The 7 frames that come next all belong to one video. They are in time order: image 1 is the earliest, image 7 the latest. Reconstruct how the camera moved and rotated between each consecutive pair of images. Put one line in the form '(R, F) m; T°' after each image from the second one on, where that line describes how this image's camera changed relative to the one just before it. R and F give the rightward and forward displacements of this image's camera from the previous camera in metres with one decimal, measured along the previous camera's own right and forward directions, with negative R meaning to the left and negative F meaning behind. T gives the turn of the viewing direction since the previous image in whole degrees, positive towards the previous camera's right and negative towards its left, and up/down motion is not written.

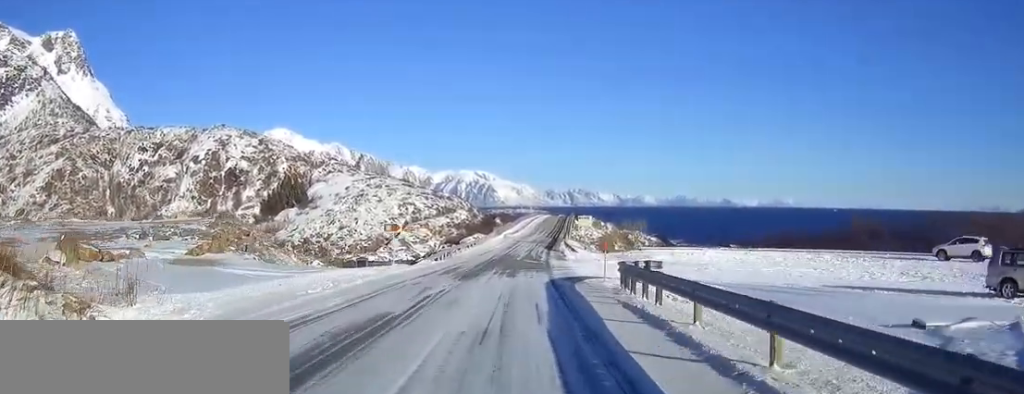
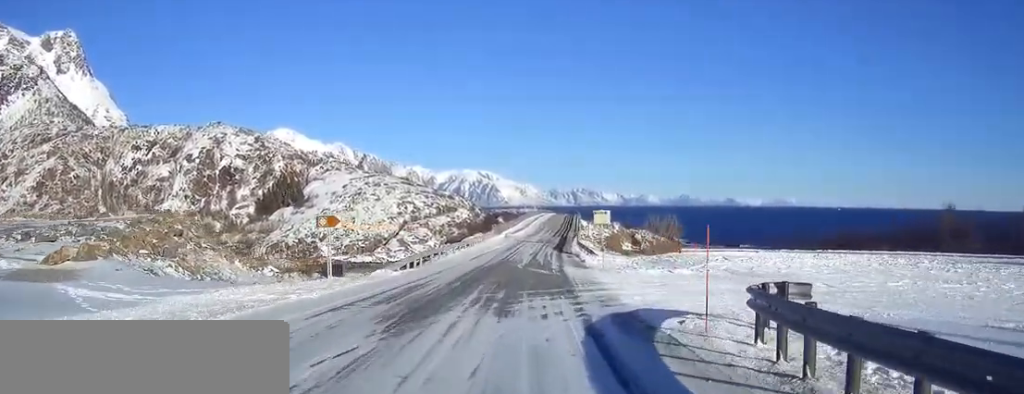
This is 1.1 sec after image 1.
(0.0, +14.9) m; 0°
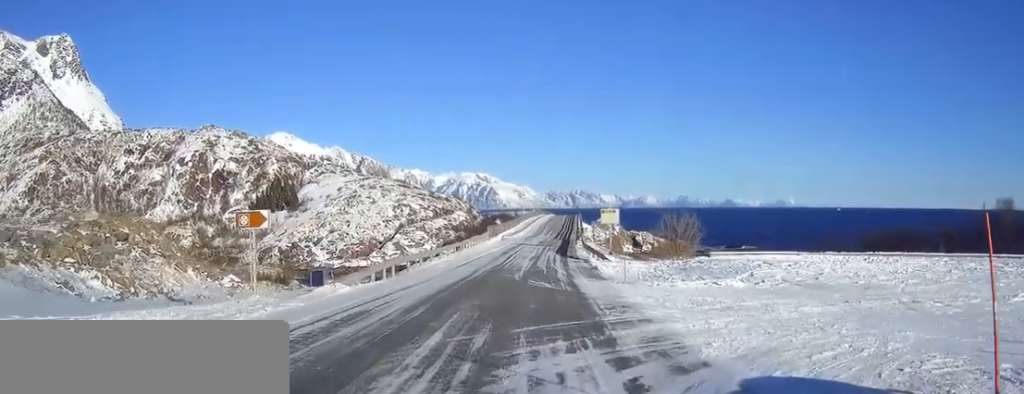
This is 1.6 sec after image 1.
(0.0, +8.1) m; 0°
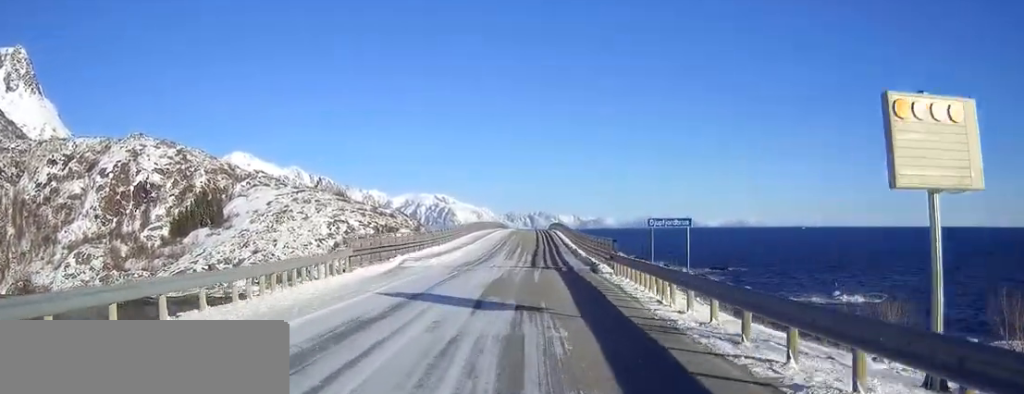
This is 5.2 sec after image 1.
(+1.3, +54.5) m; +3°
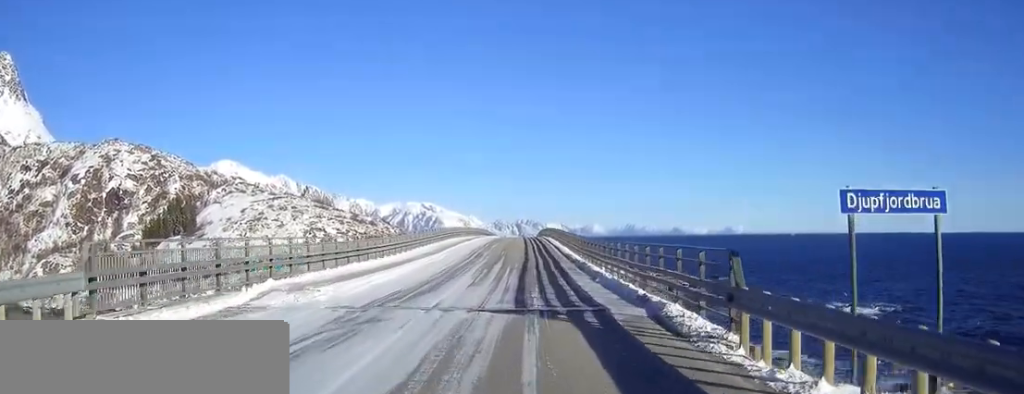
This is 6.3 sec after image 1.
(+0.2, +18.5) m; +1°
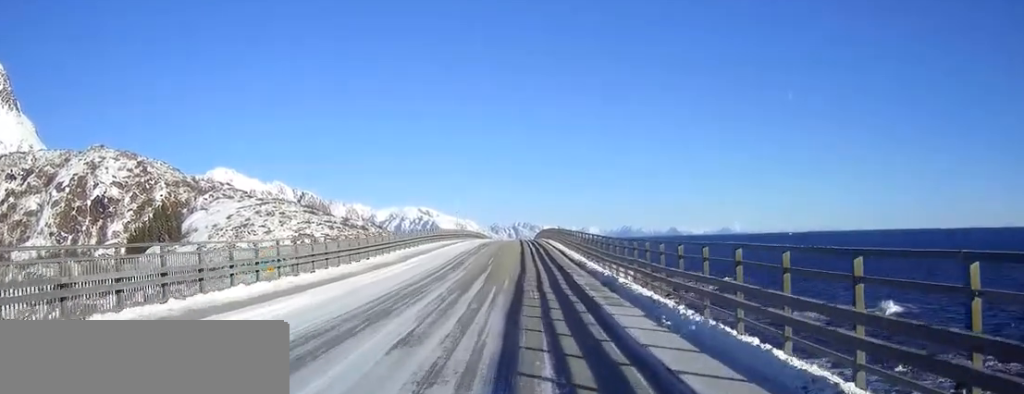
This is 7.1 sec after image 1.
(0.0, +12.8) m; 0°
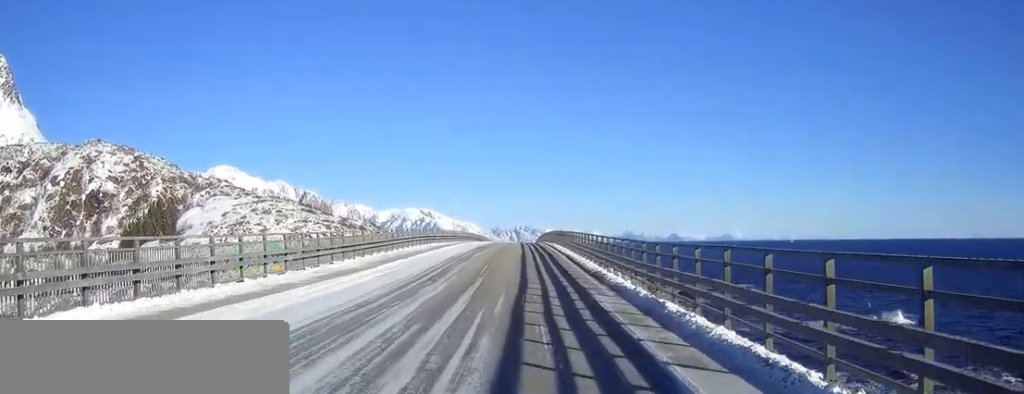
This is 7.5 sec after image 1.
(-0.1, +7.3) m; 0°
